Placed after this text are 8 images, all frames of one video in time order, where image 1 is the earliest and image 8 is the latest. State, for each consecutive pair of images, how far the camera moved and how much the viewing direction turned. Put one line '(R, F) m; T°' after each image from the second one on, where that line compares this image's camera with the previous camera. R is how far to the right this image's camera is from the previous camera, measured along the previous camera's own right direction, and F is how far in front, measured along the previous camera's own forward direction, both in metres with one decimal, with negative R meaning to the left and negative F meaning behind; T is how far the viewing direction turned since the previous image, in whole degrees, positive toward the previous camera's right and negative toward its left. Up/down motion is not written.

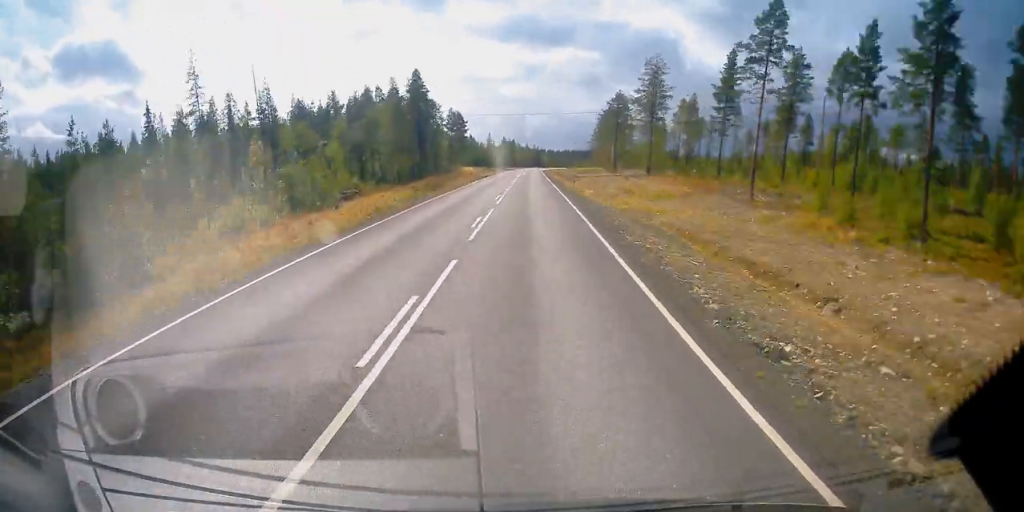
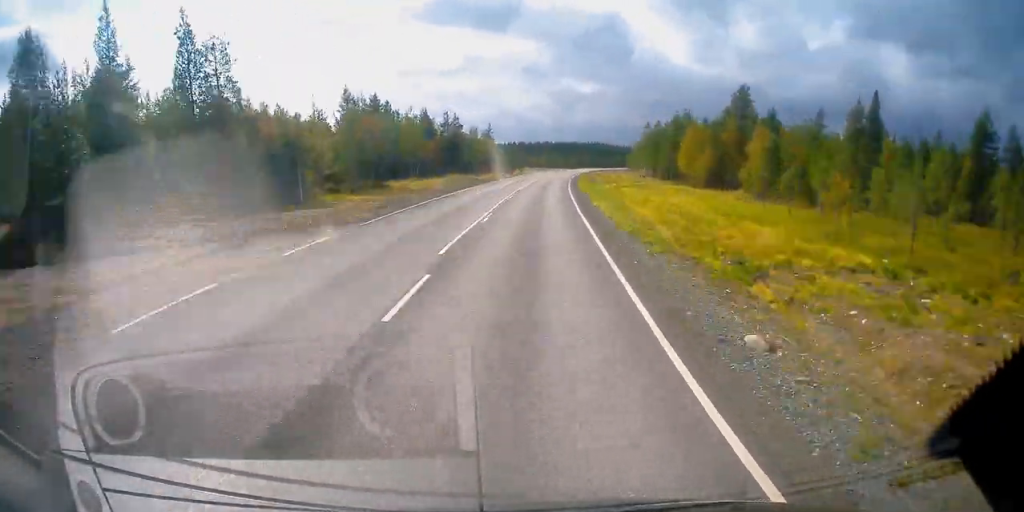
(+5.2, +167.5) m; 0°
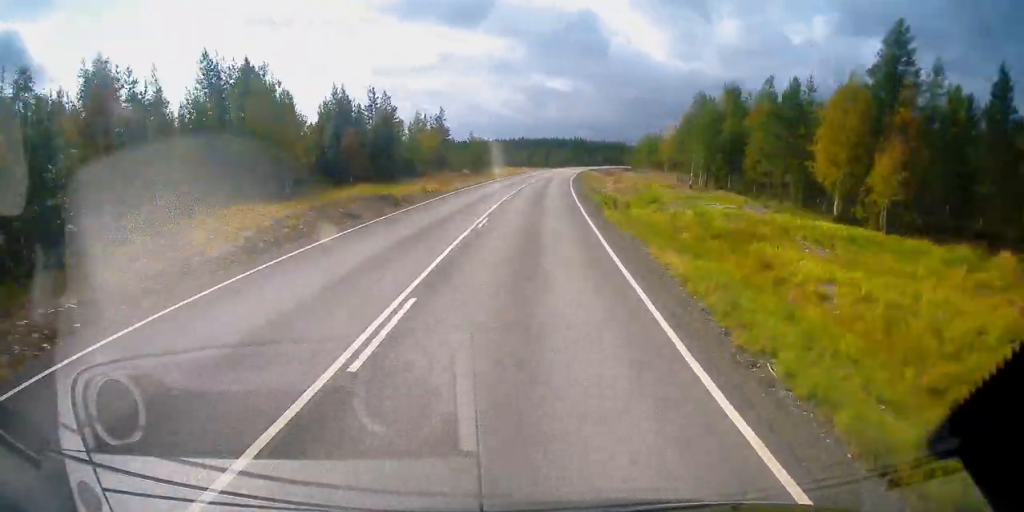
(-0.8, +36.7) m; +1°
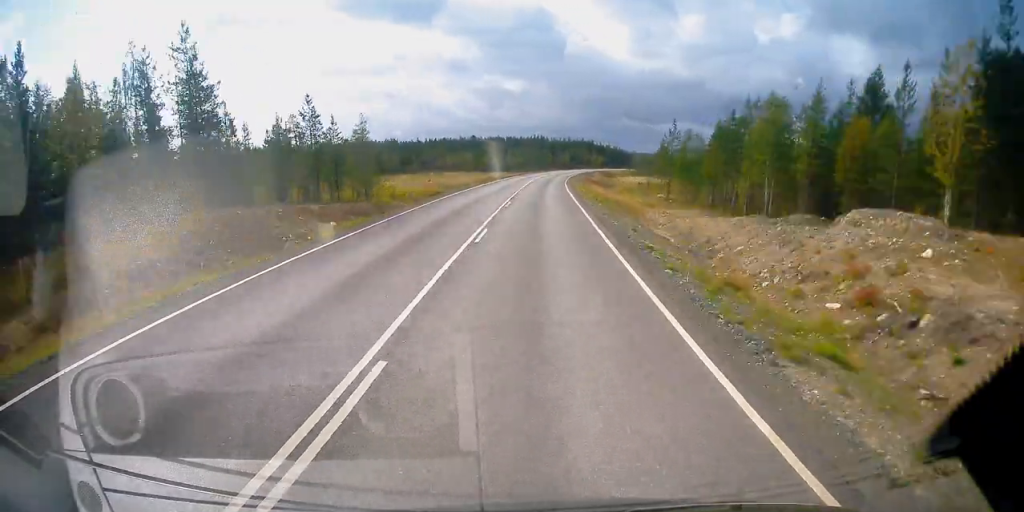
(-4.5, +60.5) m; +1°
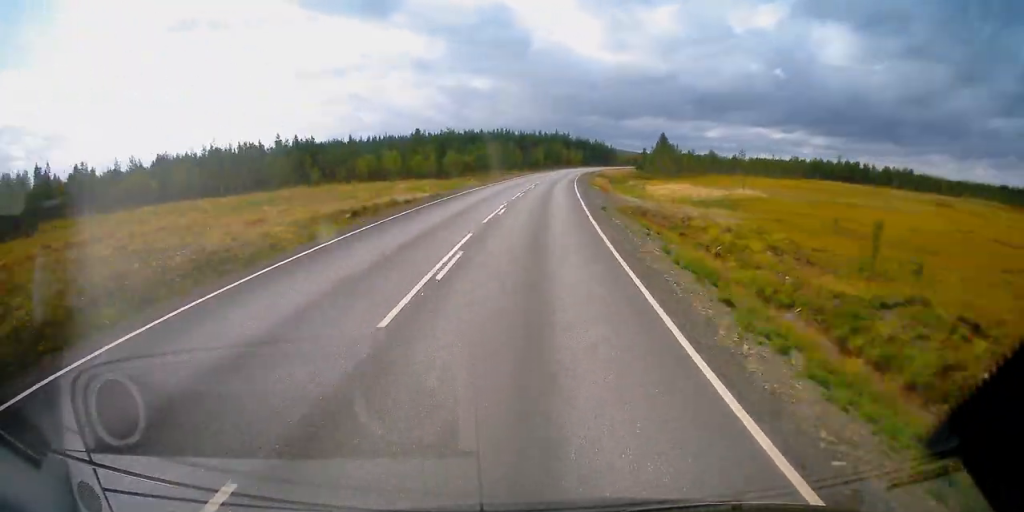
(+6.2, +65.8) m; +6°
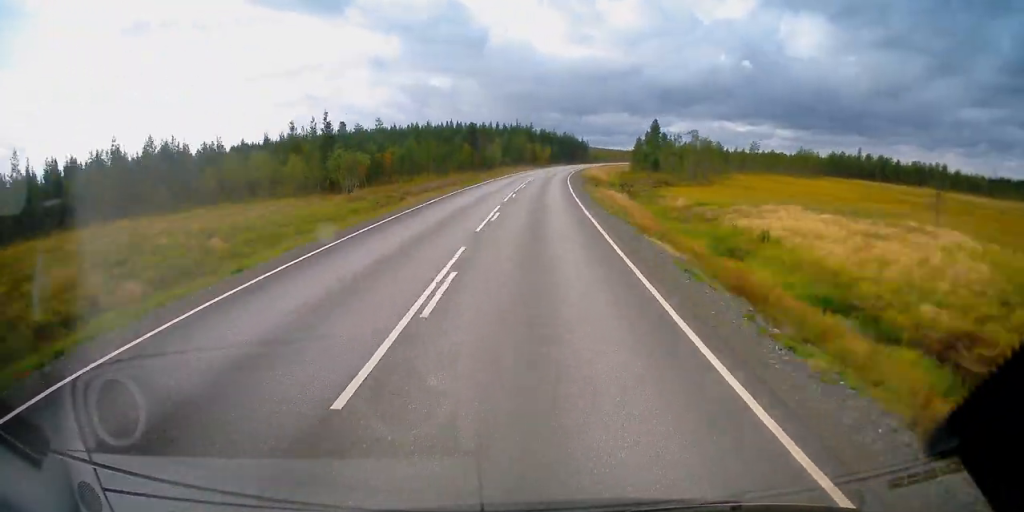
(+2.1, +51.1) m; +4°
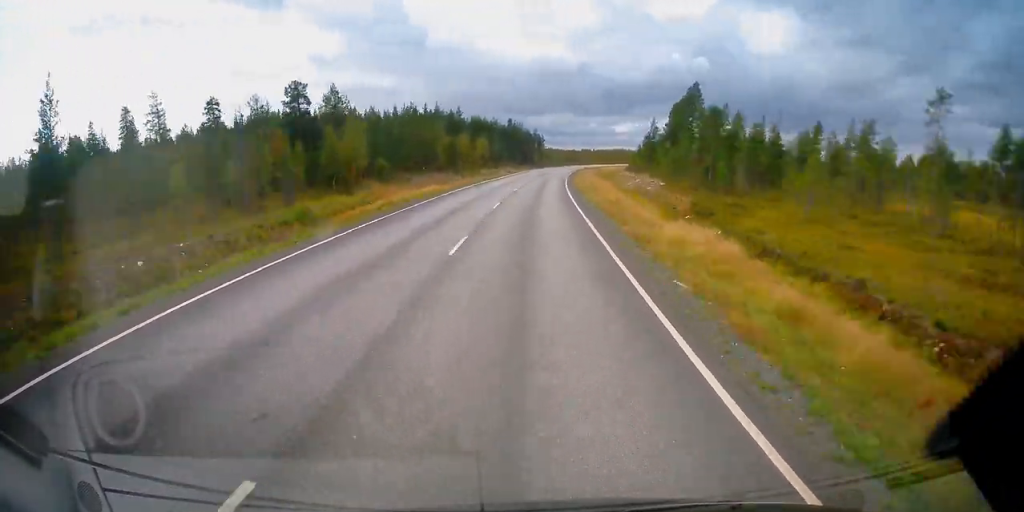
(+4.2, +90.7) m; +5°
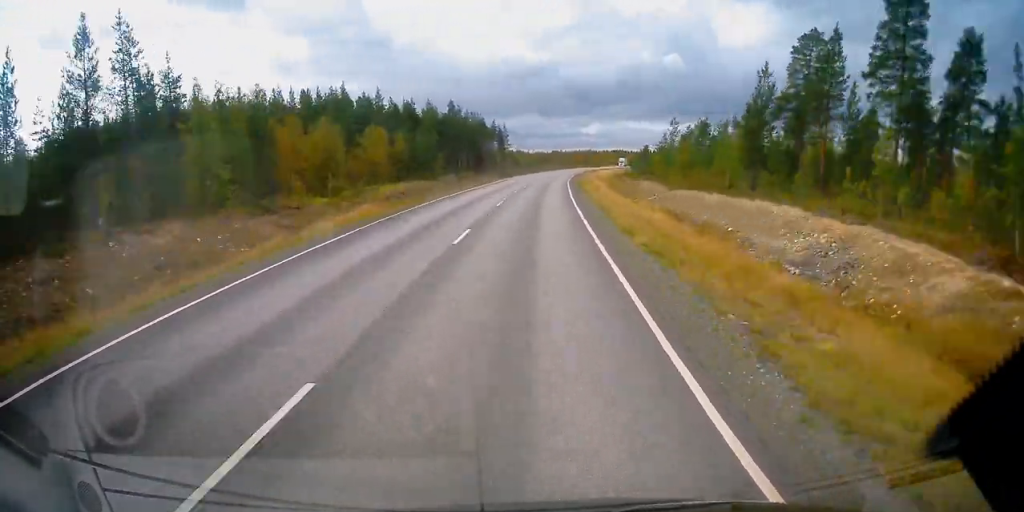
(+1.0, +61.1) m; +3°
